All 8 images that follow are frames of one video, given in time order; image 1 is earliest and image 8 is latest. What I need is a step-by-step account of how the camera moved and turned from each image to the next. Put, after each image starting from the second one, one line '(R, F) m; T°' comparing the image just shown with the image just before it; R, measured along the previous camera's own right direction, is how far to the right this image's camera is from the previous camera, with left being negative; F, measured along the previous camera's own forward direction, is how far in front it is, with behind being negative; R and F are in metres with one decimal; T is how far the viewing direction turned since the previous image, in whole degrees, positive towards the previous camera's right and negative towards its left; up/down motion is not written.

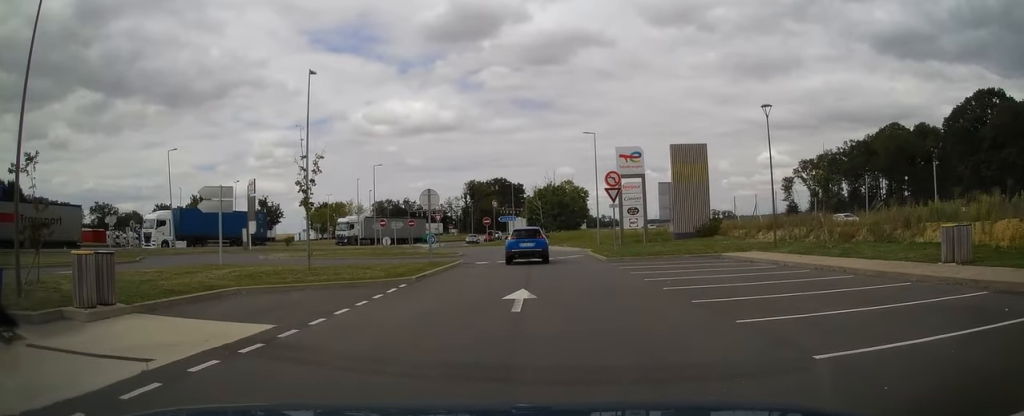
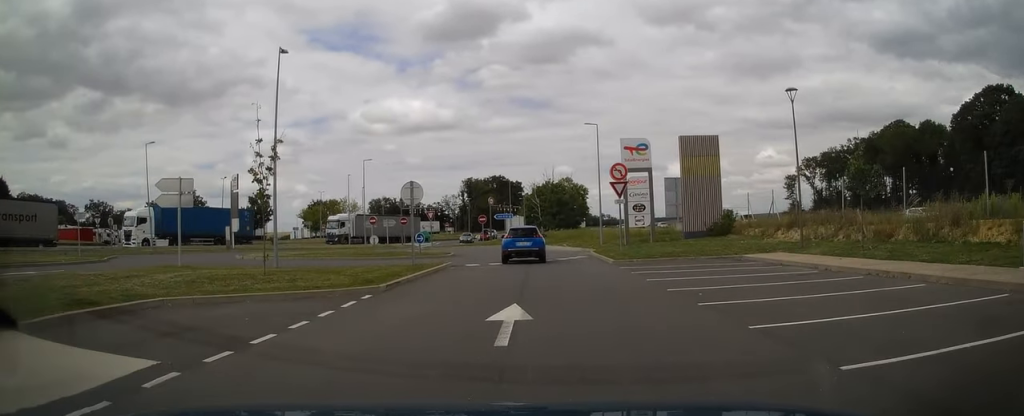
(0.0, +3.2) m; 0°
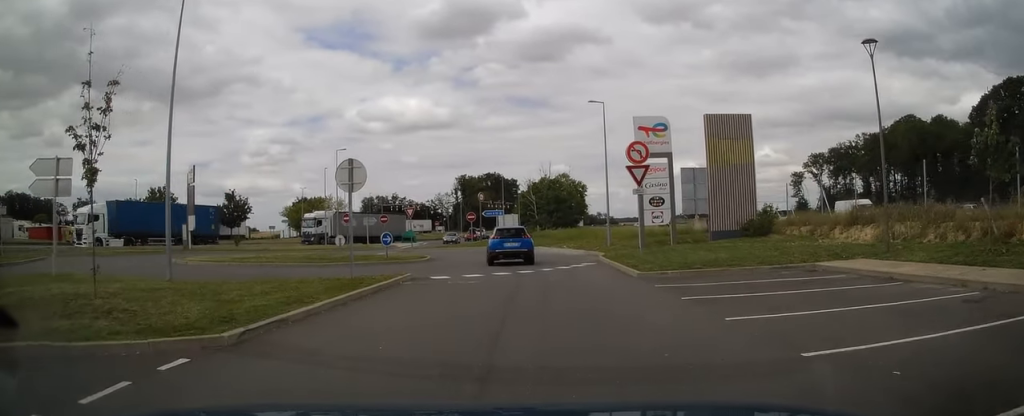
(0.0, +6.8) m; +1°
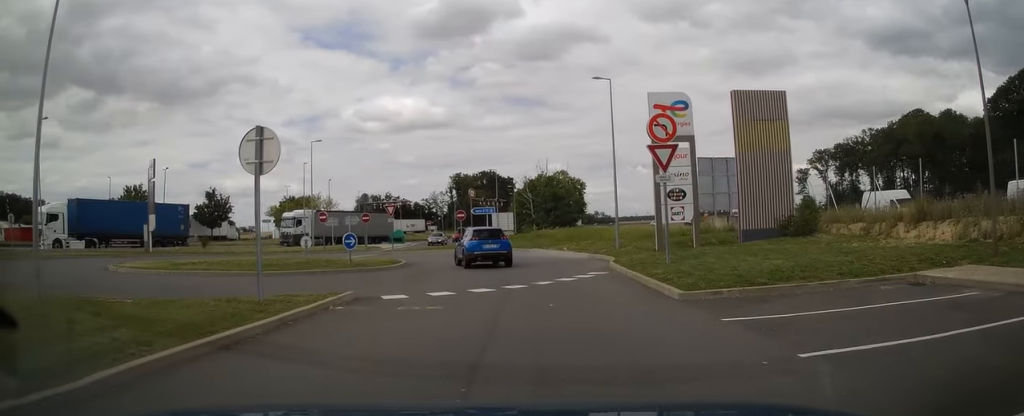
(+0.1, +5.2) m; +1°
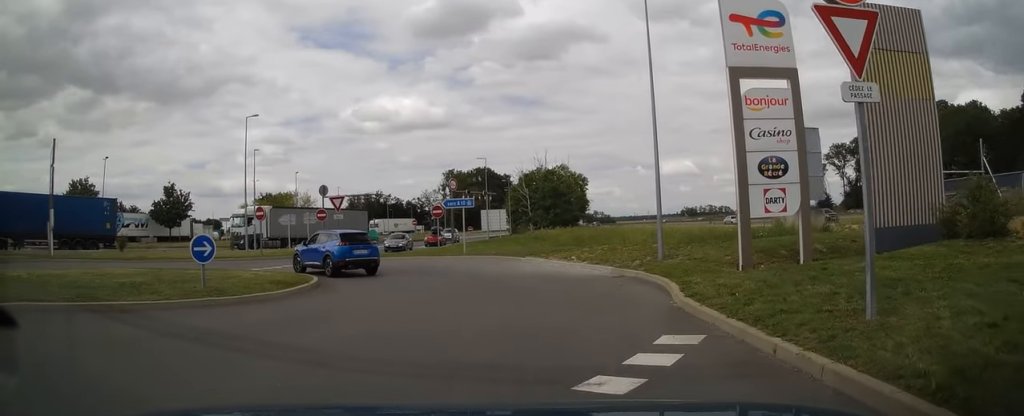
(-0.1, +11.1) m; -2°
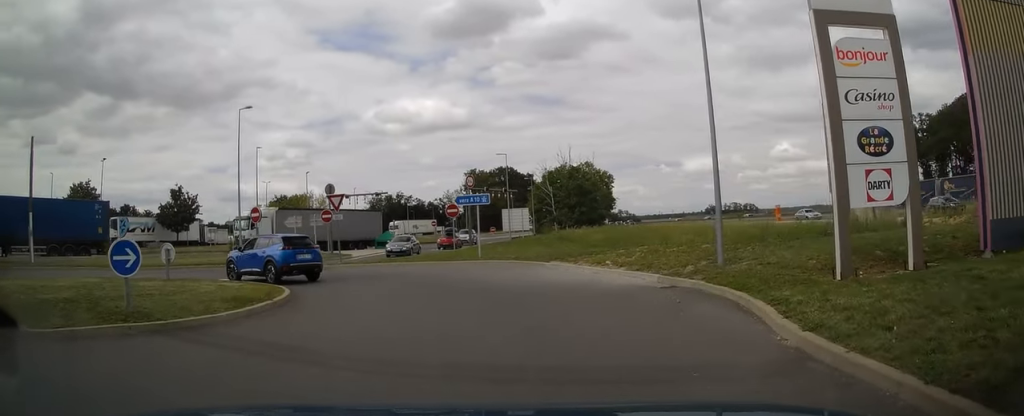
(0.0, +3.7) m; -3°
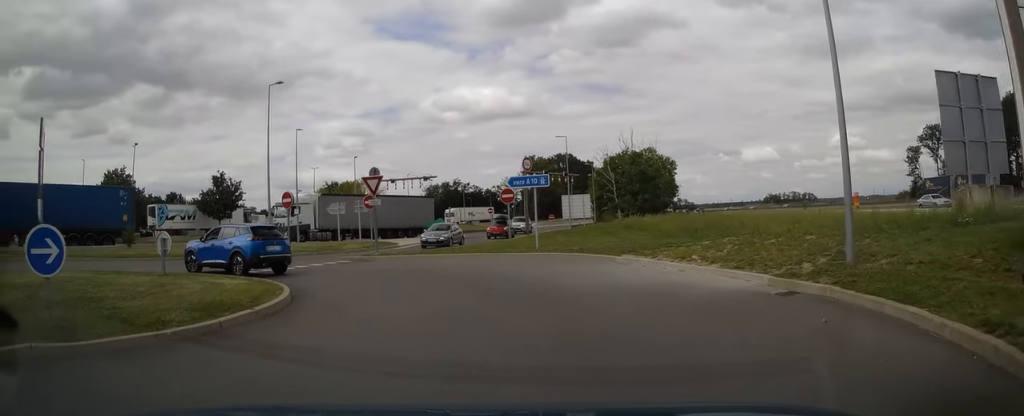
(-0.1, +3.4) m; -4°
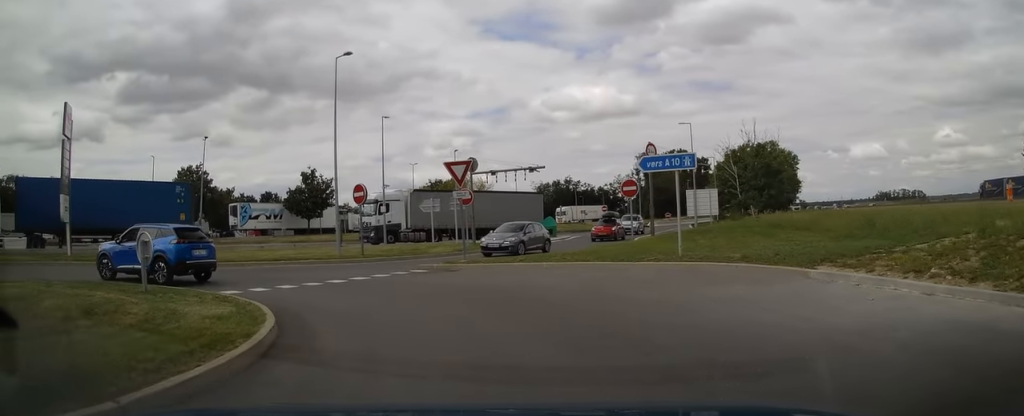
(-0.5, +5.7) m; -10°
